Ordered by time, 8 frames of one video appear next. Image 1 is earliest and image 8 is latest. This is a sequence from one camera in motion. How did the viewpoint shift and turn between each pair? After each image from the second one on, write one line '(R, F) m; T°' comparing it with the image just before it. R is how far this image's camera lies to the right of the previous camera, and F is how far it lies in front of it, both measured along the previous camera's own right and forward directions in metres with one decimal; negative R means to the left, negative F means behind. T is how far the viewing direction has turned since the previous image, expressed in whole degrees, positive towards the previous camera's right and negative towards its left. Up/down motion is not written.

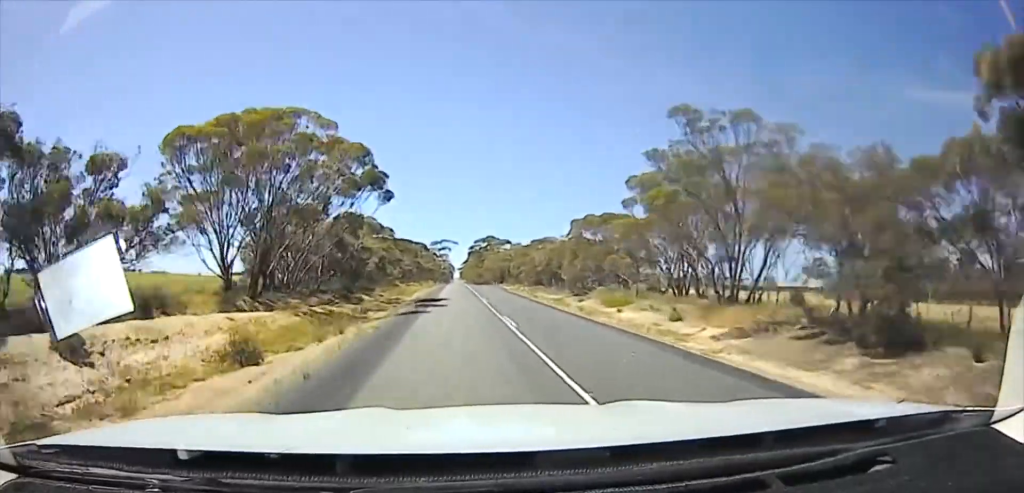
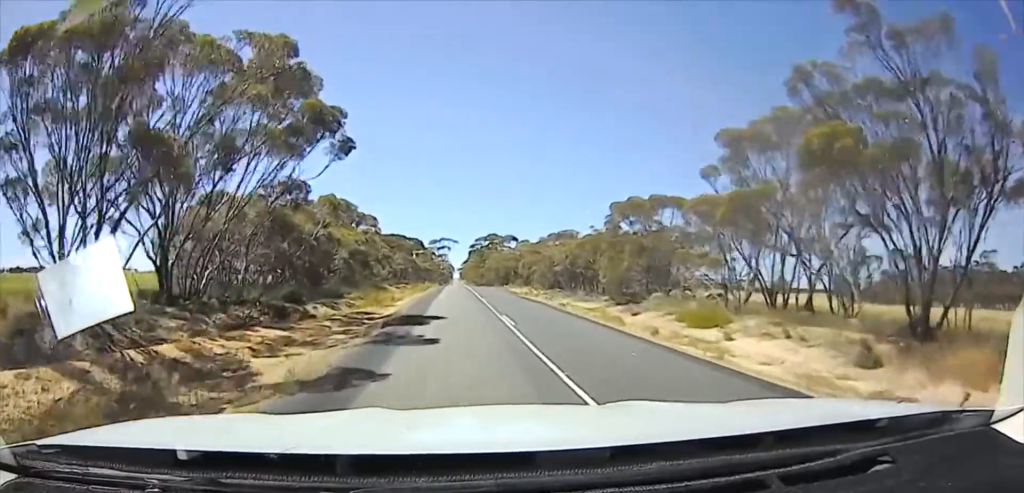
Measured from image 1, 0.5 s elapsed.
(-0.1, +11.1) m; -1°
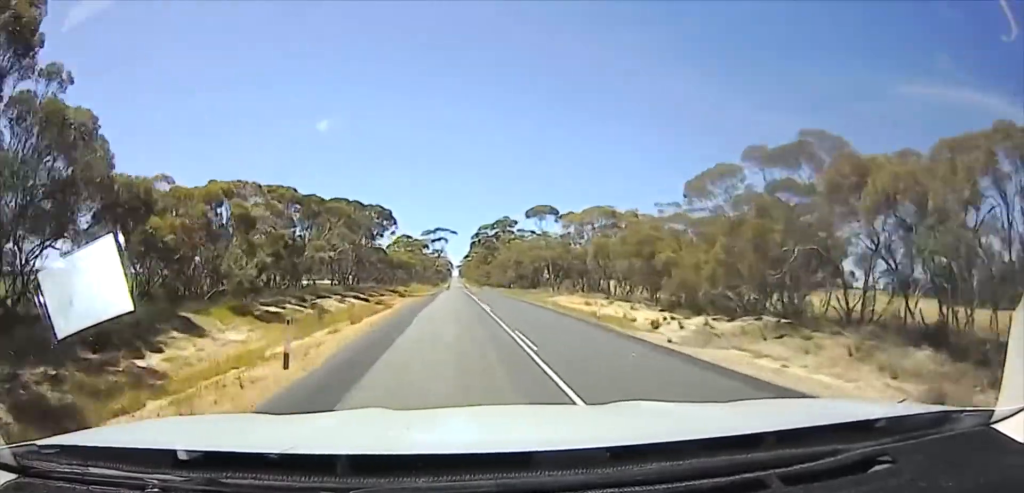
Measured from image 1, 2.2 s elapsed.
(-0.3, +36.6) m; 0°
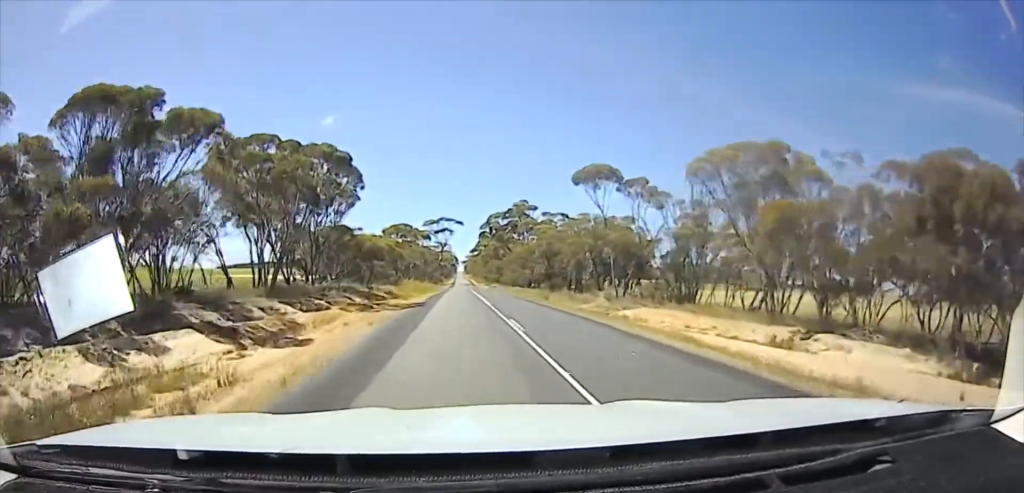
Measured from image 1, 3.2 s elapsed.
(+0.1, +24.7) m; 0°
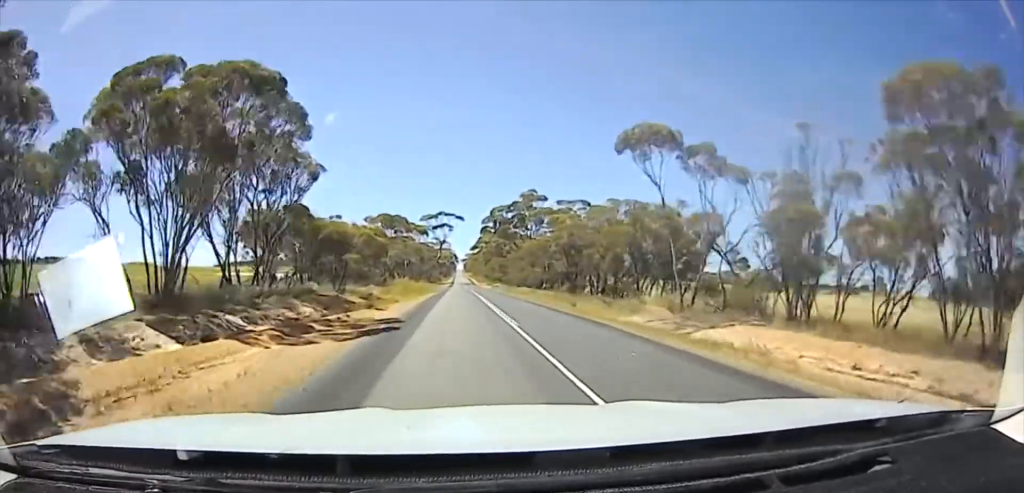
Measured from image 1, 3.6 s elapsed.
(+0.2, +12.3) m; 0°
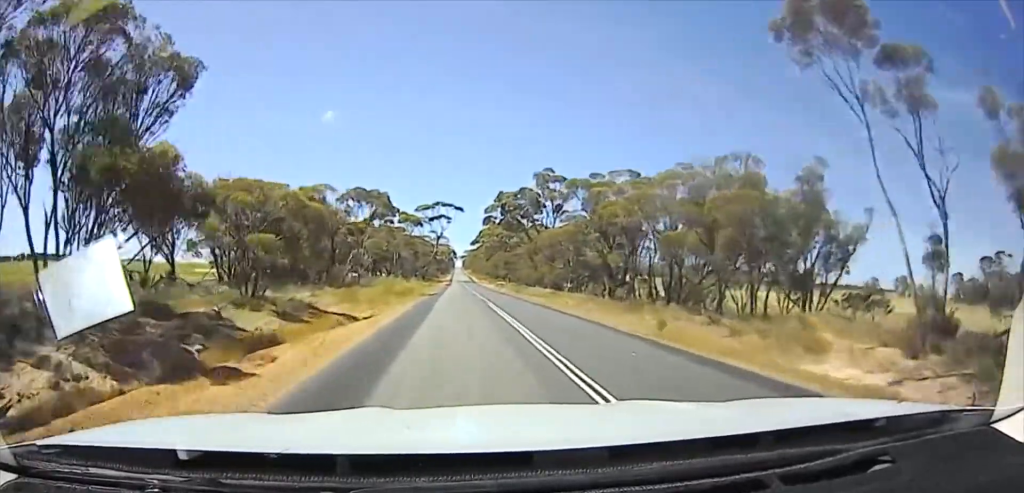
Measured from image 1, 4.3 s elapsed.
(-0.5, +21.6) m; -1°
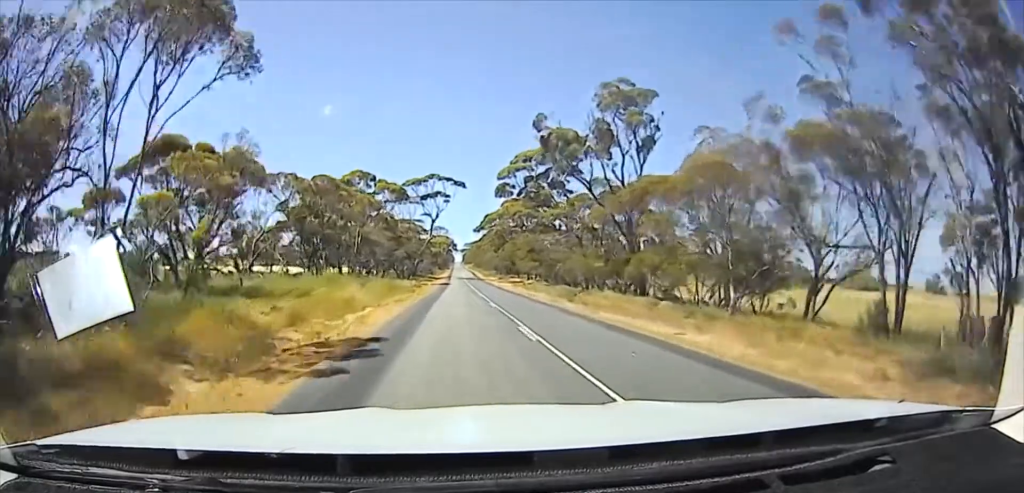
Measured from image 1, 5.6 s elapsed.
(-0.4, +45.4) m; 0°
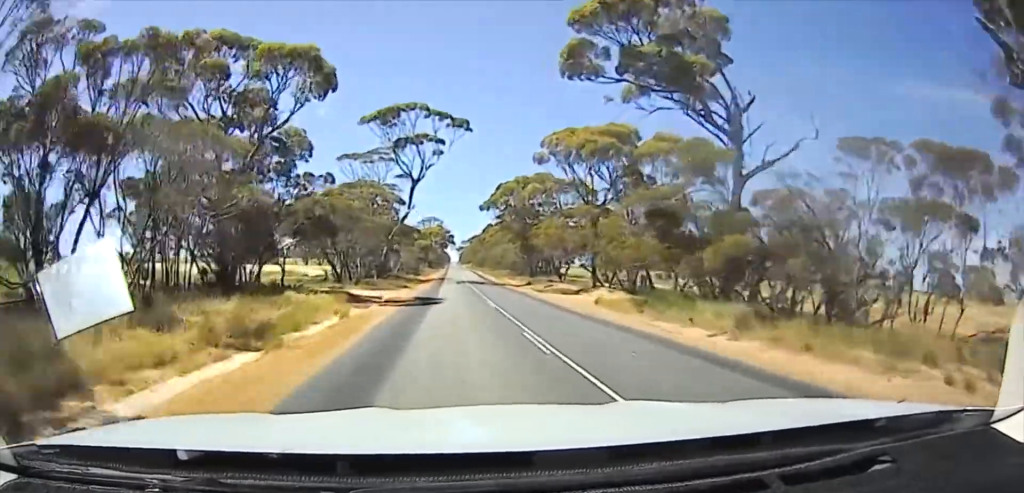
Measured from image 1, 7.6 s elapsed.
(+1.0, +58.4) m; +1°
